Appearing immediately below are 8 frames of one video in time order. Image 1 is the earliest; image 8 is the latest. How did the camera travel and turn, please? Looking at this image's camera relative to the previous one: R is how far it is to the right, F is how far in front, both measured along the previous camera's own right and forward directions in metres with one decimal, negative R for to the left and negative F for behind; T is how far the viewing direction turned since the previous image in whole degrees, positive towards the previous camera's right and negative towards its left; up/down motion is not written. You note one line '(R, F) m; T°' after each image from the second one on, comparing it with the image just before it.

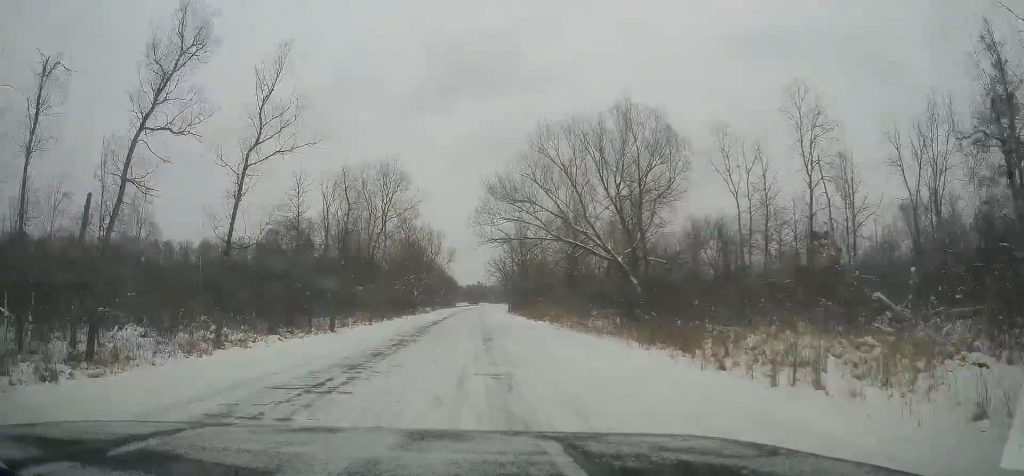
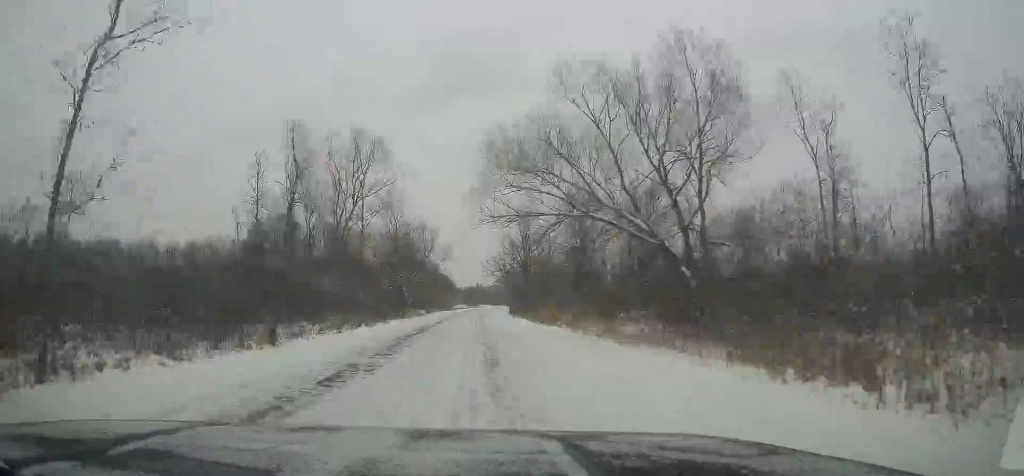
(0.0, +10.5) m; -1°
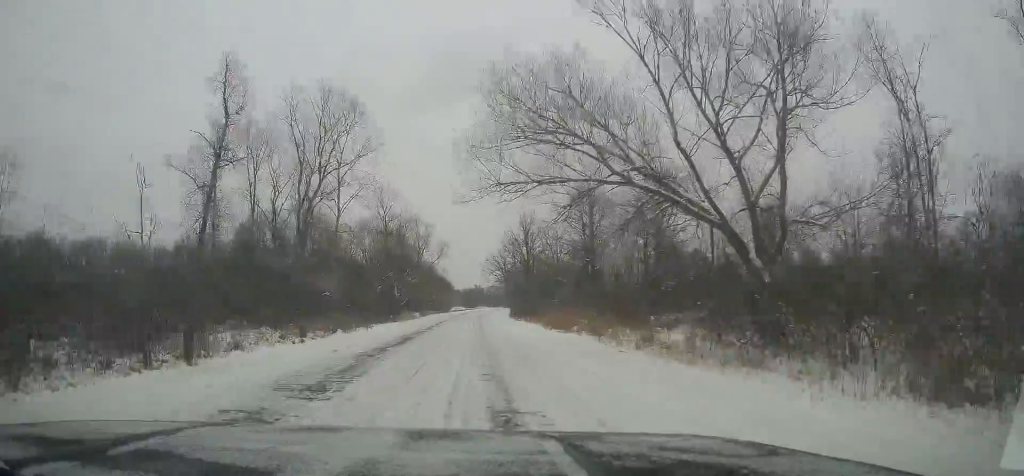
(0.0, +8.0) m; -1°
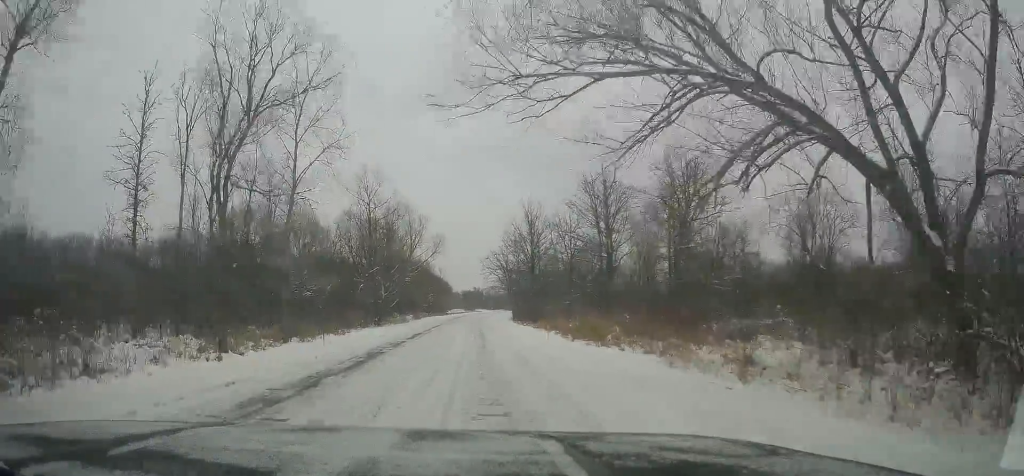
(-0.4, +9.9) m; 0°
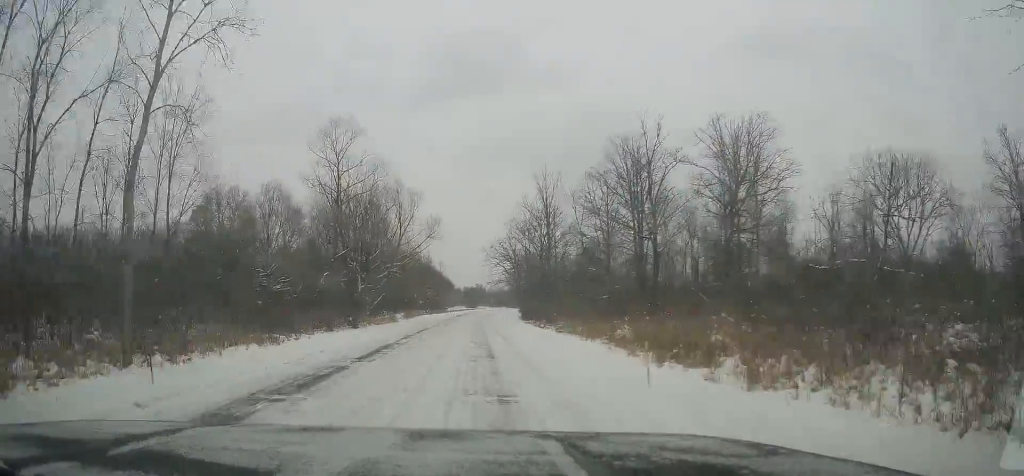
(+0.5, +14.3) m; +3°
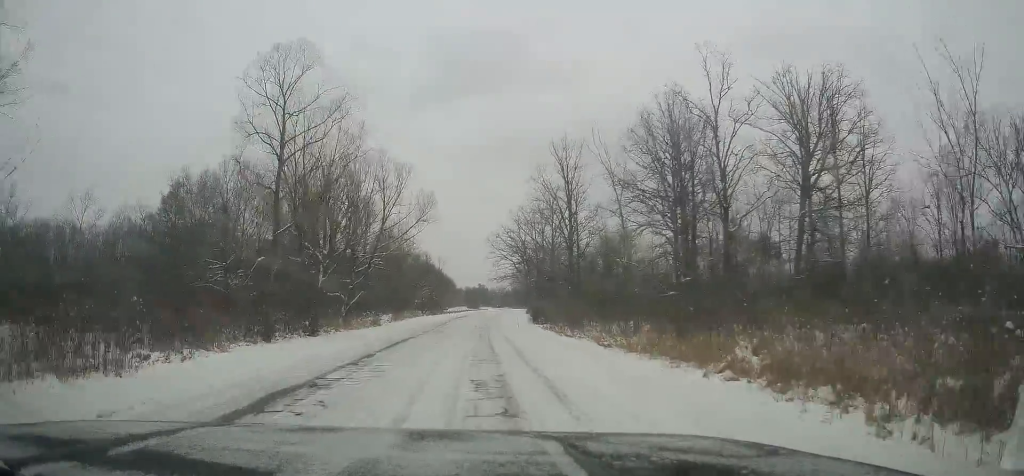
(0.0, +13.4) m; 0°
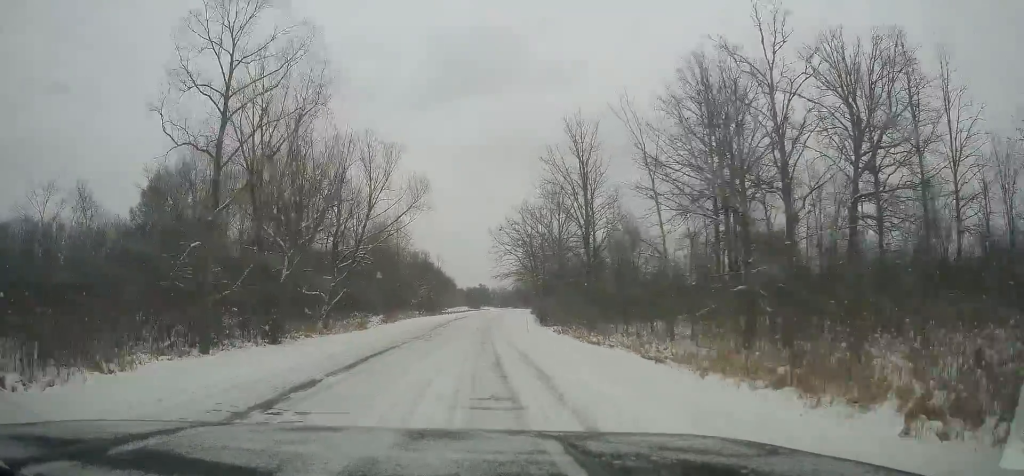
(+0.1, +7.3) m; -1°
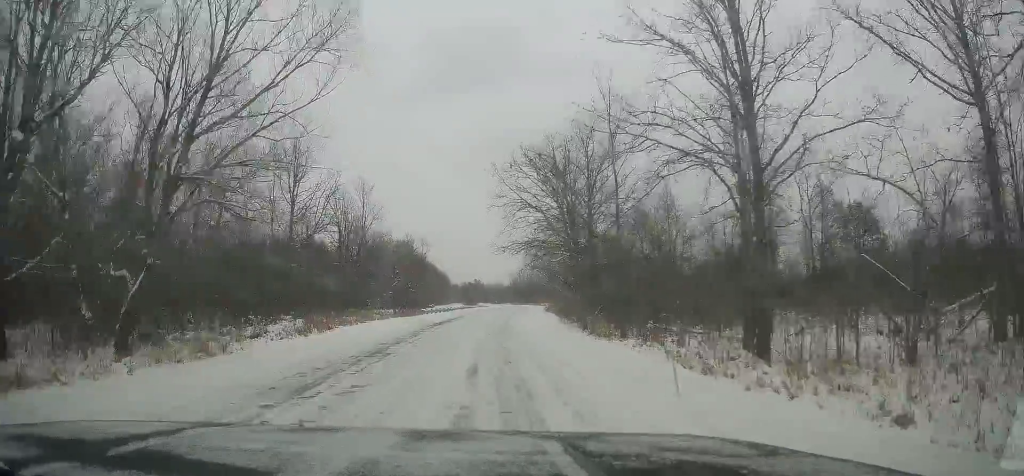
(-0.2, +27.7) m; +2°
